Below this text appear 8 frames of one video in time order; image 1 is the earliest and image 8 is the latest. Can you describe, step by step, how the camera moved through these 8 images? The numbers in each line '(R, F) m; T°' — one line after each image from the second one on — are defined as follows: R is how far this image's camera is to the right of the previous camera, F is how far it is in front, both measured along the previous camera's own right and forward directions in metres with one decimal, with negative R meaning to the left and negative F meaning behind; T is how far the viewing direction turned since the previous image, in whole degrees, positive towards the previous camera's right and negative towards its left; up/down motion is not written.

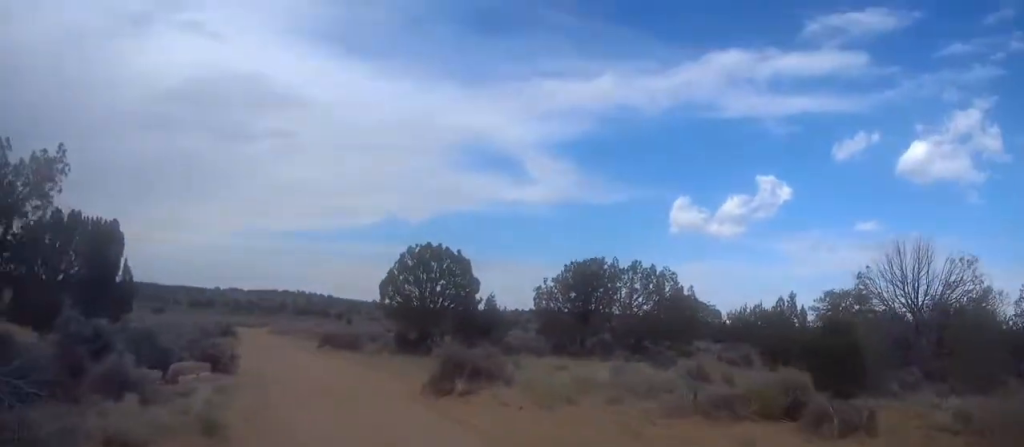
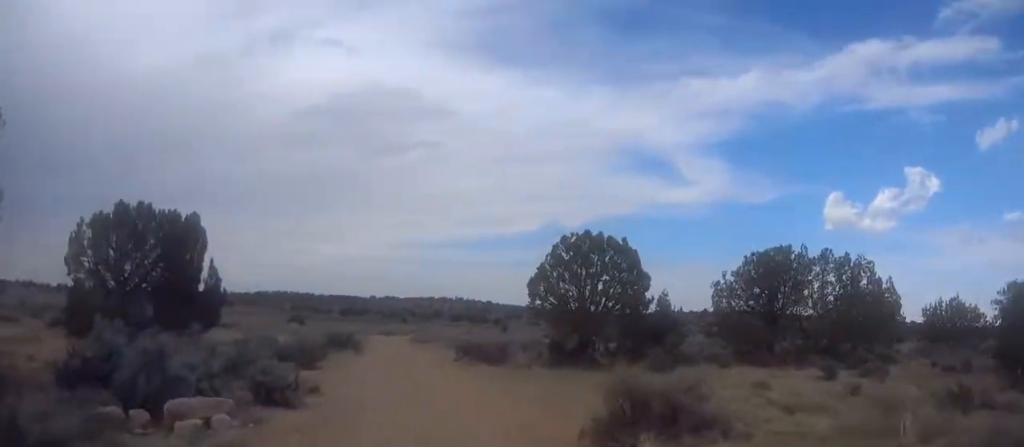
(-0.3, +4.4) m; -11°
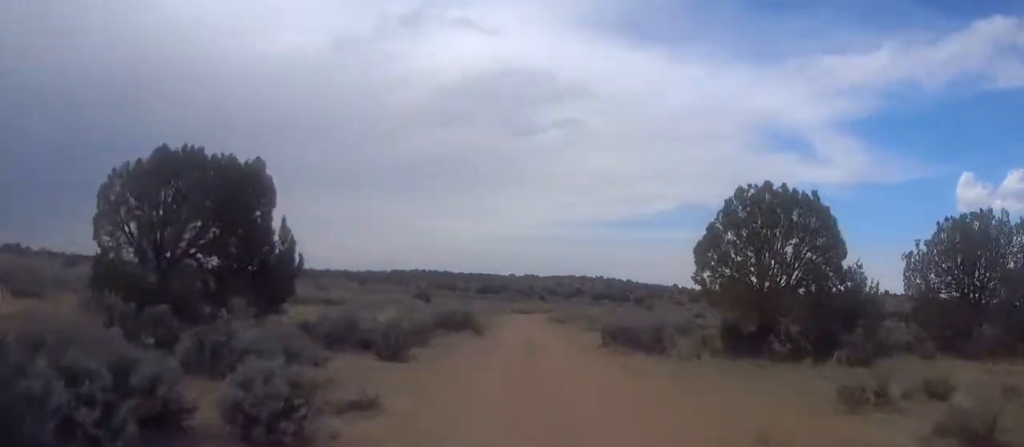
(-0.4, +4.7) m; -9°
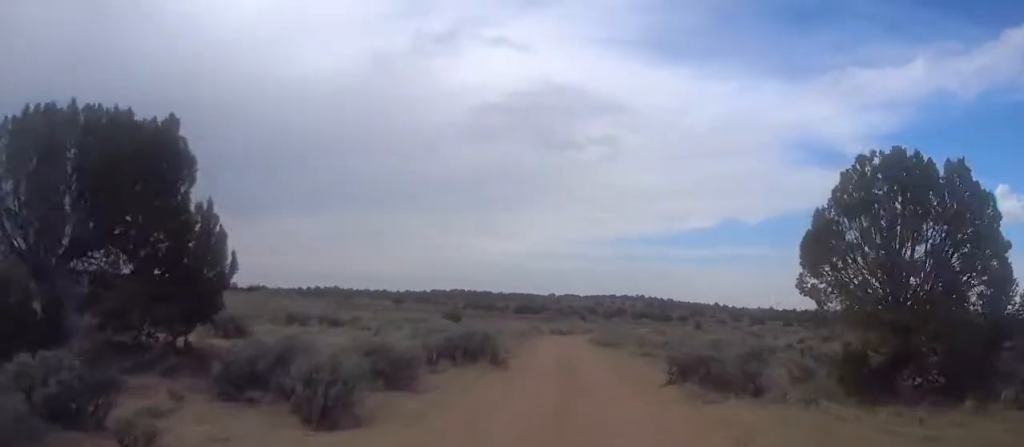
(-0.5, +6.0) m; -6°
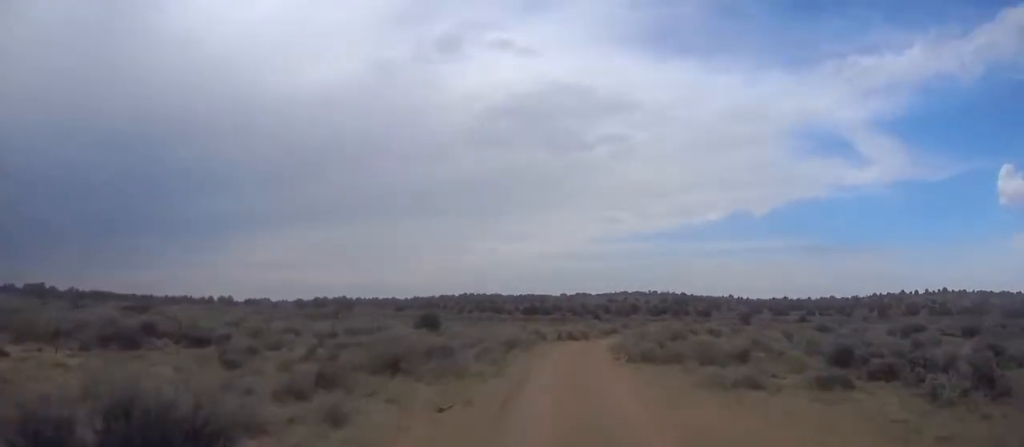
(-1.2, +15.6) m; -8°
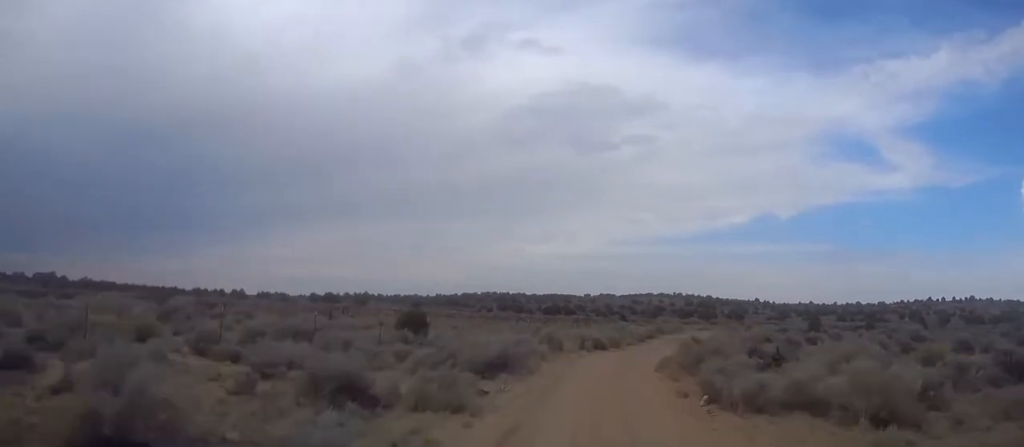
(-0.5, +11.7) m; -3°
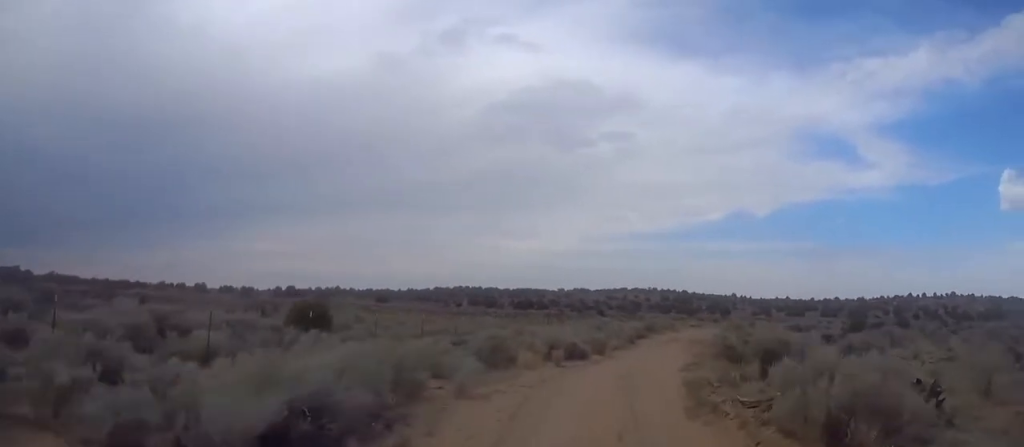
(-0.3, +12.2) m; 0°
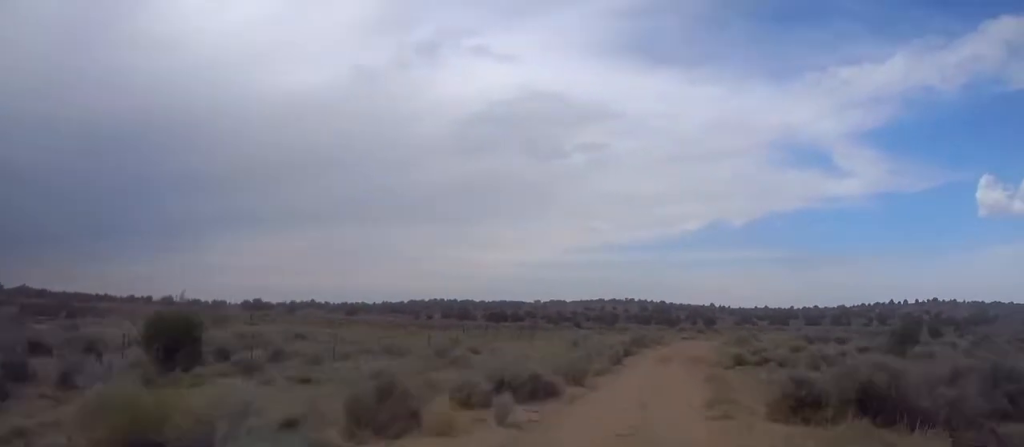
(+0.1, +8.2) m; +2°
